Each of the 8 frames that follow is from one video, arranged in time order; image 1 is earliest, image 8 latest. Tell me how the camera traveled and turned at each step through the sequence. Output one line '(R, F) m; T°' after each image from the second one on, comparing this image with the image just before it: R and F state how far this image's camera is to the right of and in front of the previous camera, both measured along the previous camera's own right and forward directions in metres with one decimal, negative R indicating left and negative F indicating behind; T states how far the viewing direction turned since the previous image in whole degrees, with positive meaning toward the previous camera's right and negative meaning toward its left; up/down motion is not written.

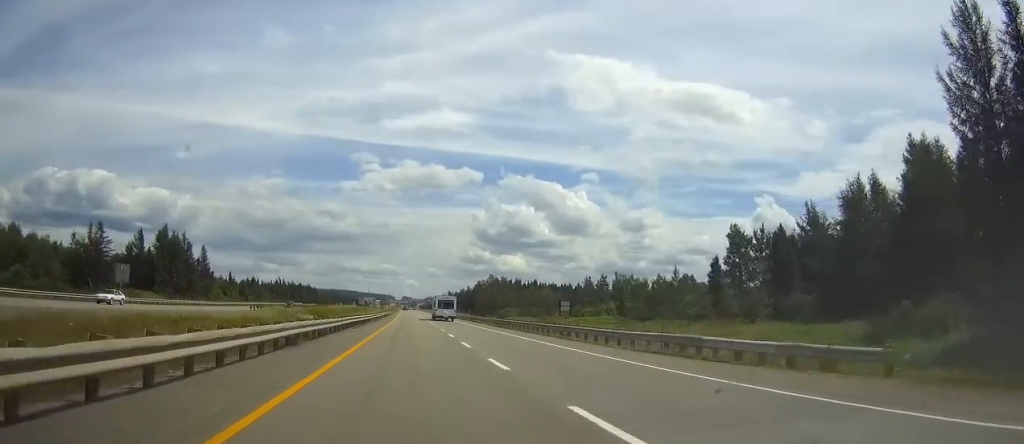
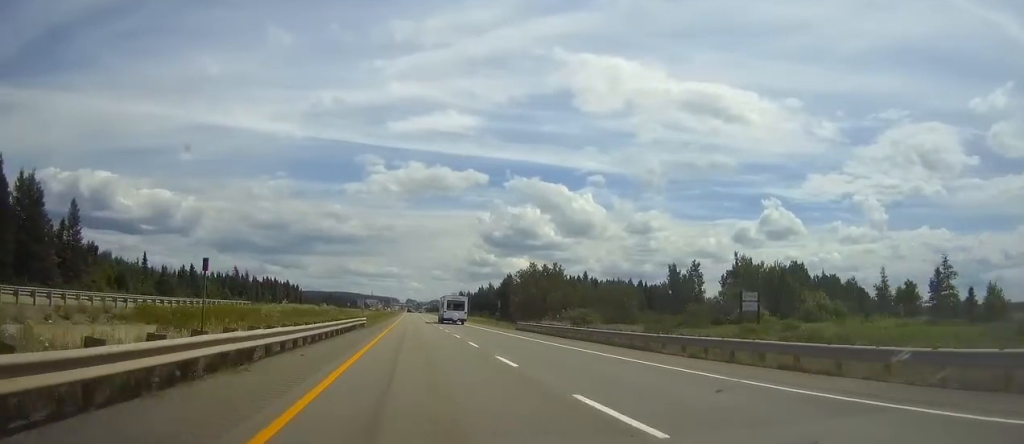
(-0.1, +78.8) m; 0°
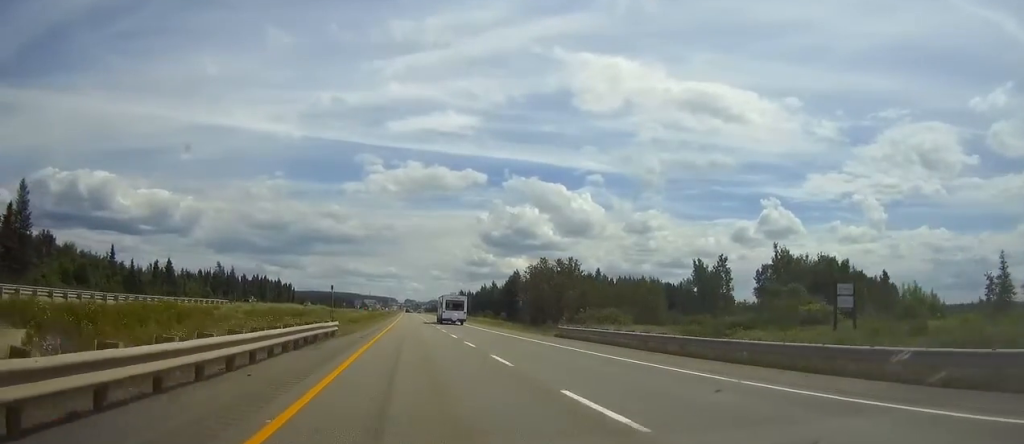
(0.0, +16.9) m; 0°
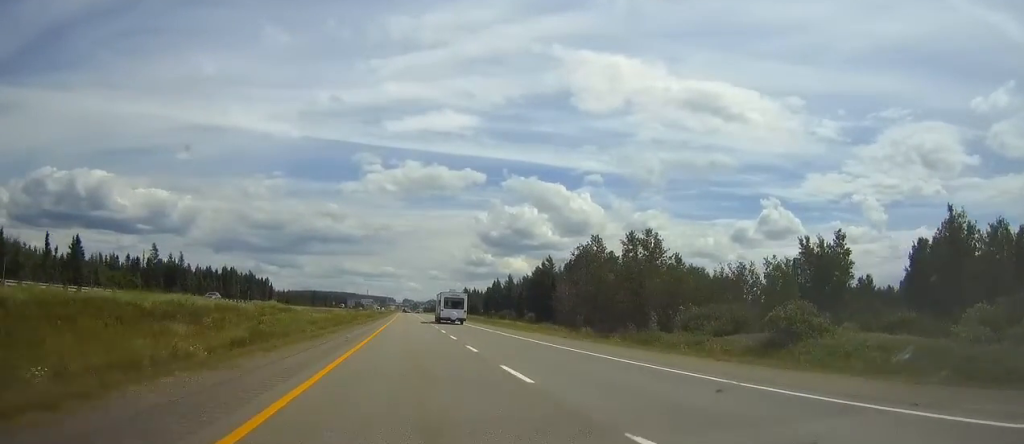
(-0.1, +48.5) m; 0°
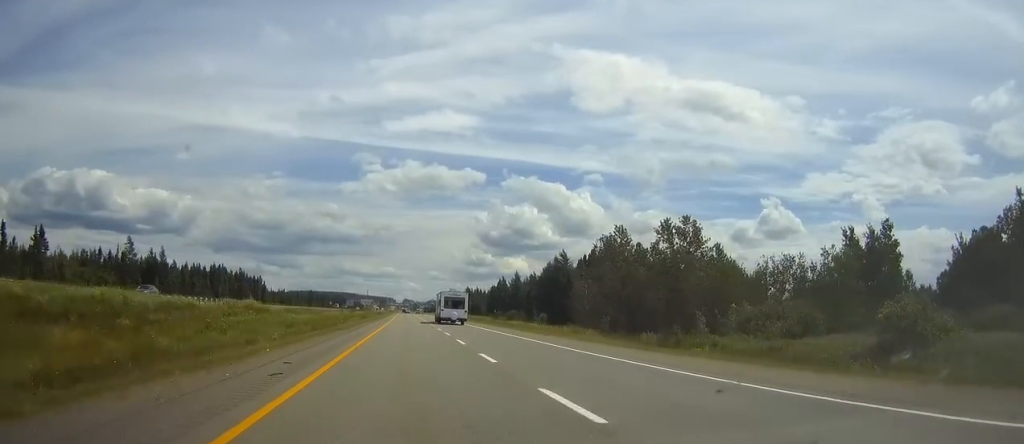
(0.0, +13.6) m; 0°
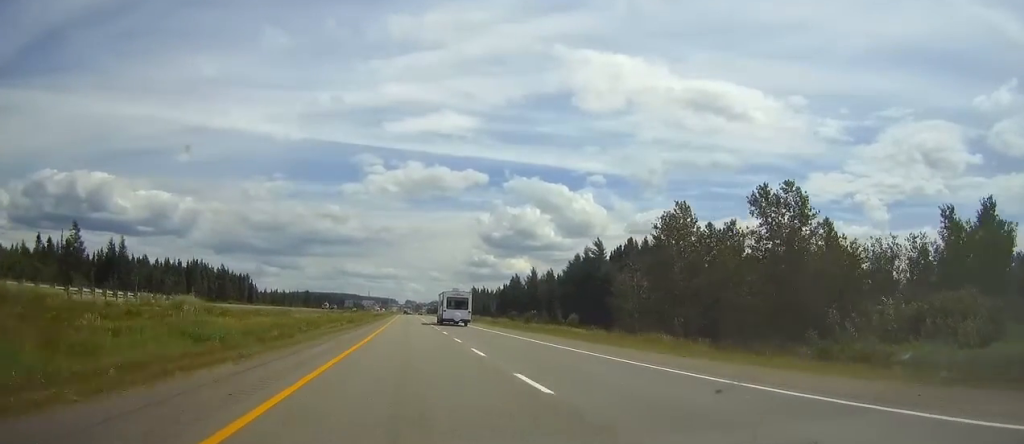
(0.0, +24.1) m; 0°
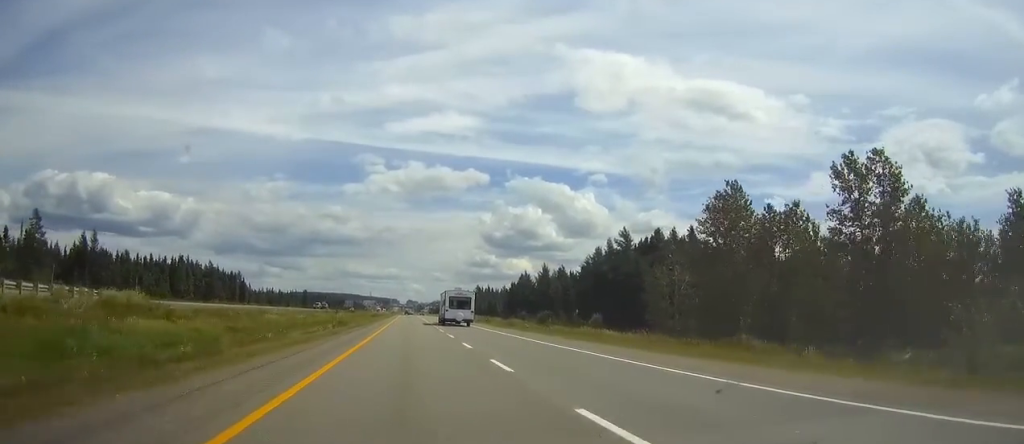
(0.0, +13.6) m; 0°
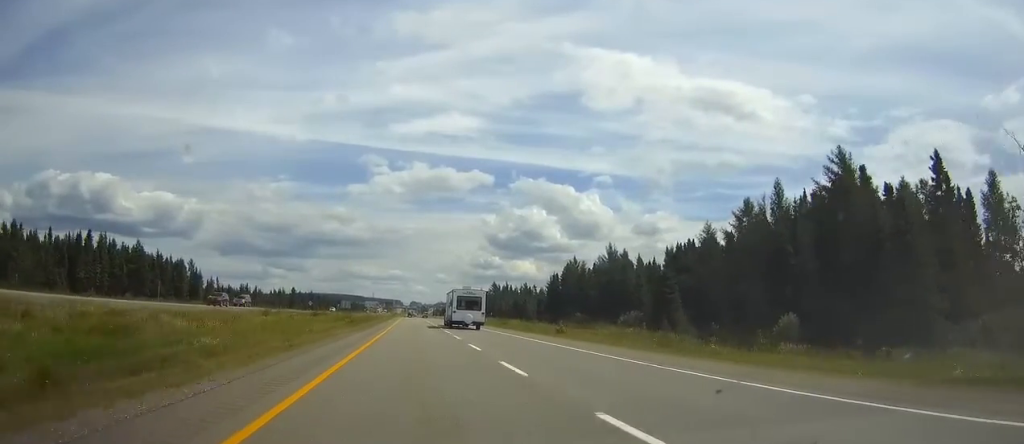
(-0.1, +53.4) m; 0°
